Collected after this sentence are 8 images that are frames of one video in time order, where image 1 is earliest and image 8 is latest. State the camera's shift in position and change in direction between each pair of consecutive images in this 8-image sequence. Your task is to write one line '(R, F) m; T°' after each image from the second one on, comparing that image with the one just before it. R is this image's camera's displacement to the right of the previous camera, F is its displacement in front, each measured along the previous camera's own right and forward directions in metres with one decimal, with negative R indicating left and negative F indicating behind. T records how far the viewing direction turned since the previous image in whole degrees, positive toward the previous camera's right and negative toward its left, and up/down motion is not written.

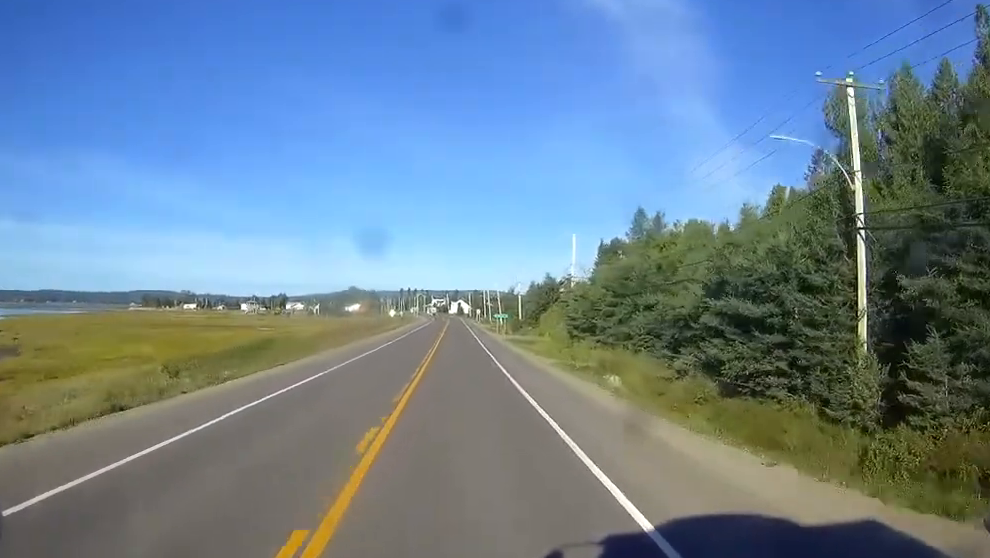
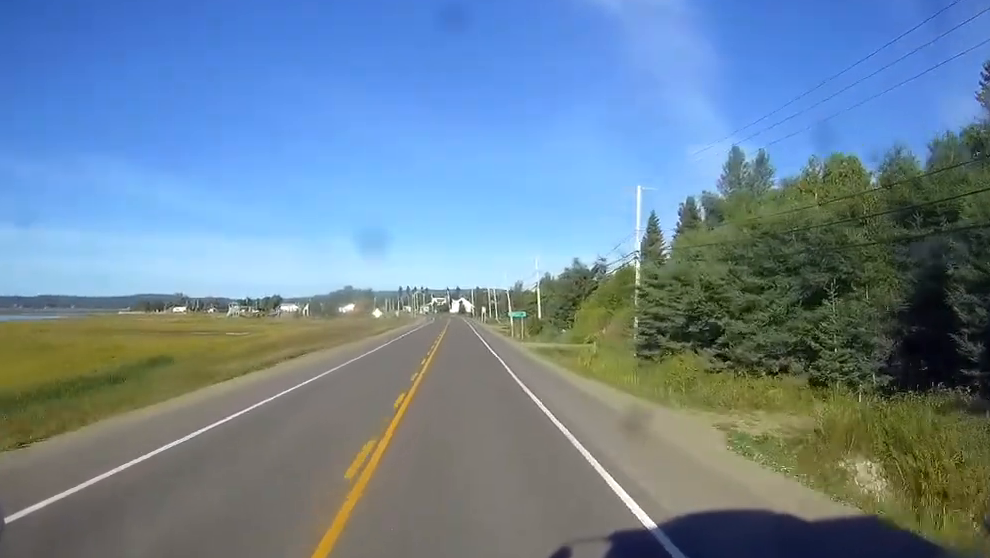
(-0.3, +29.3) m; -1°
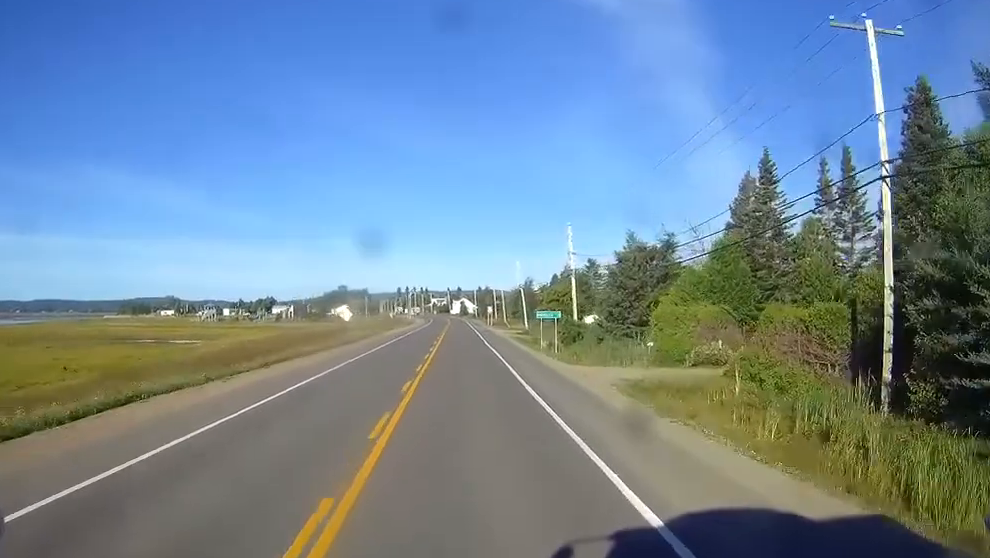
(-0.1, +31.6) m; 0°
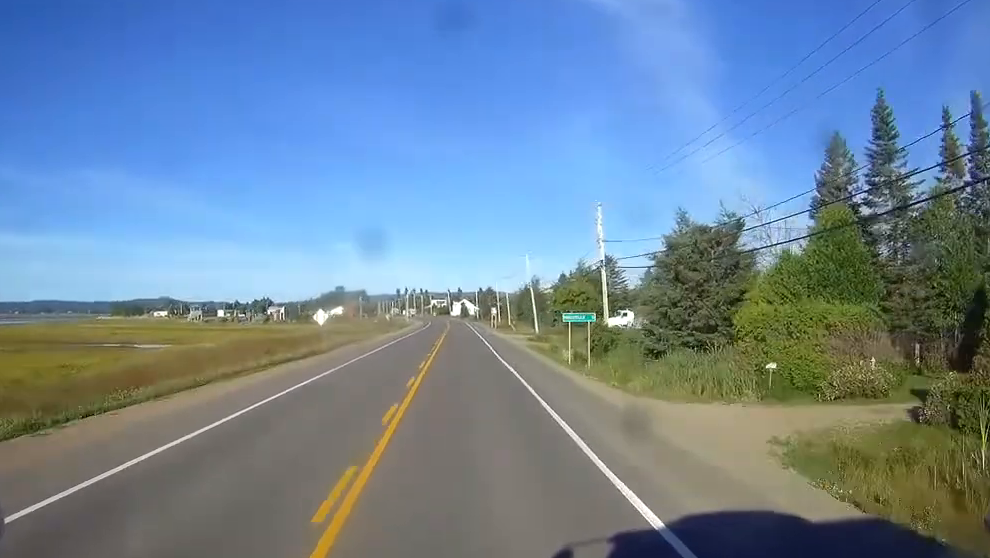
(0.0, +15.6) m; 0°
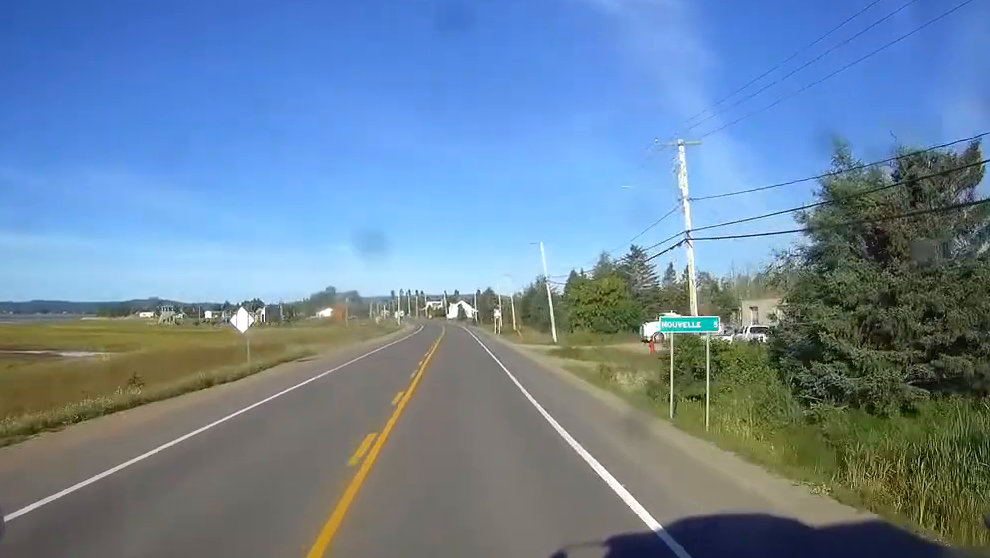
(+0.2, +23.4) m; 0°
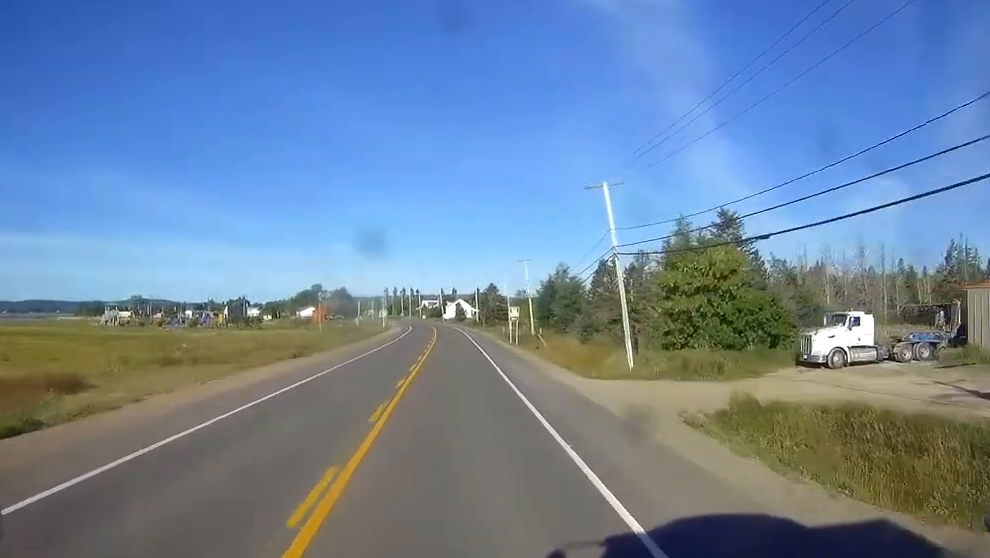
(+0.2, +39.6) m; 0°
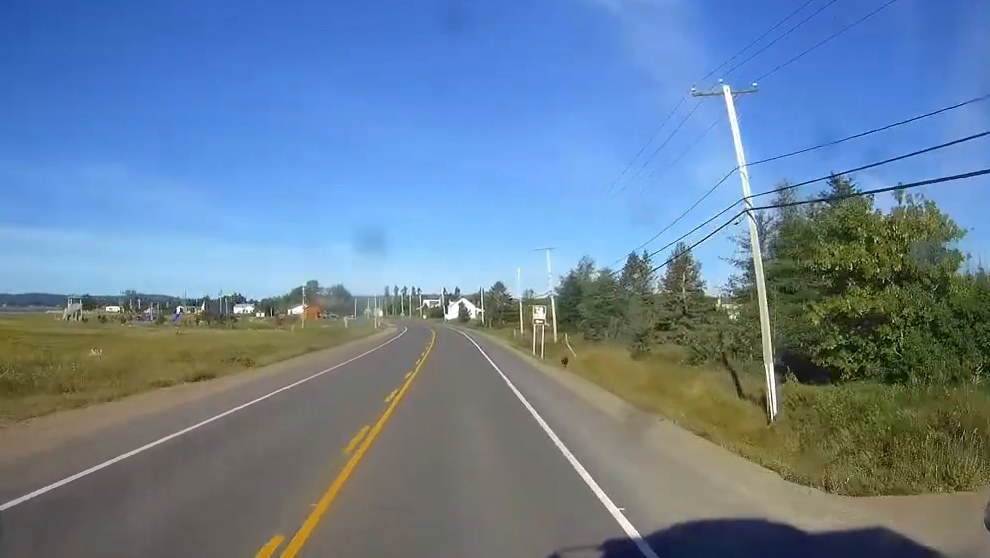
(0.0, +22.4) m; 0°
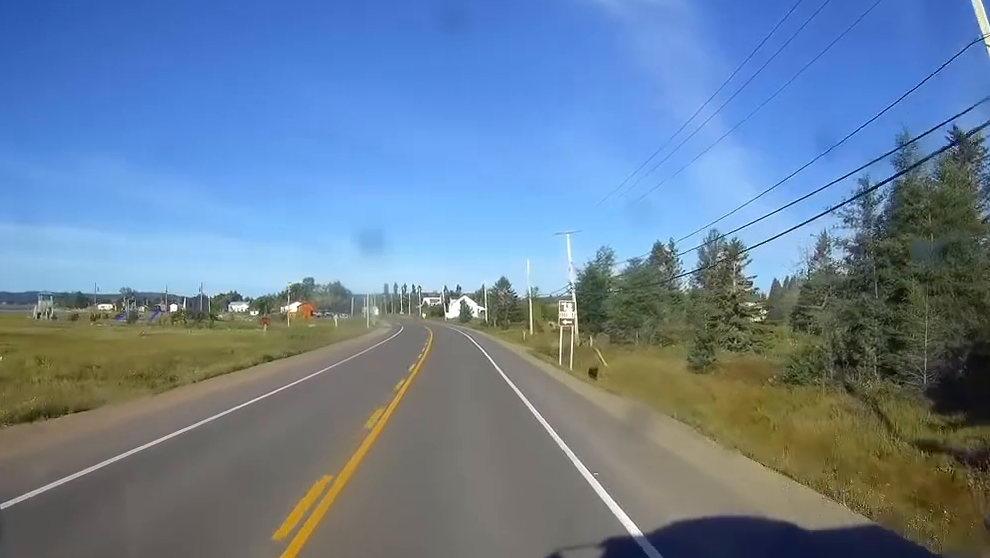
(0.0, +14.6) m; 0°
